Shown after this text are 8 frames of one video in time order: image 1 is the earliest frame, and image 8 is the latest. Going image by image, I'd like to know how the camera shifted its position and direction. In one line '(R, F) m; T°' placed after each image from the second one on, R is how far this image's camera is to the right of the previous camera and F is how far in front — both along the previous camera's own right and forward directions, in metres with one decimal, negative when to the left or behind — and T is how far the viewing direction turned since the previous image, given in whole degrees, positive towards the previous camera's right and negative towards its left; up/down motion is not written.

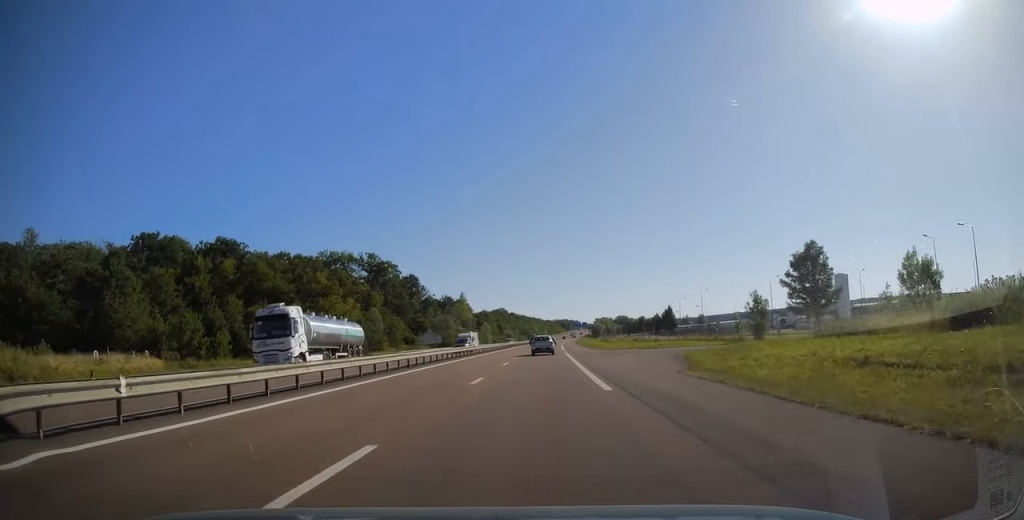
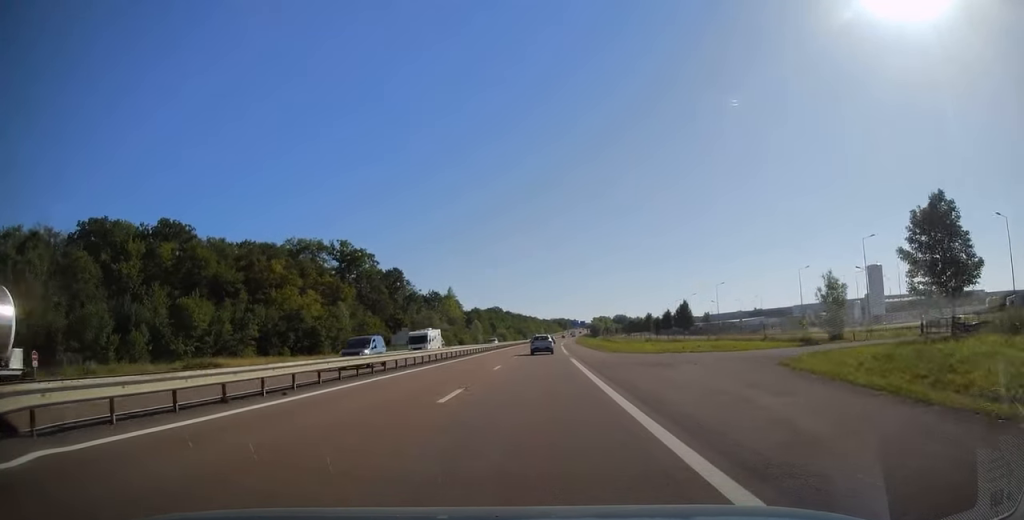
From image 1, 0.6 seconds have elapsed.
(+0.1, +18.1) m; 0°
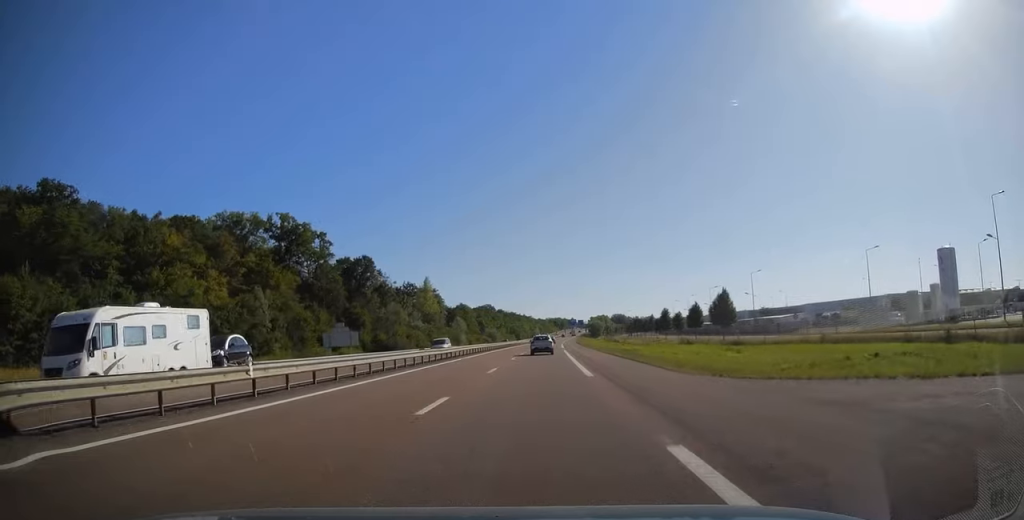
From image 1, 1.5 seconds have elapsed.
(+0.1, +28.4) m; 0°
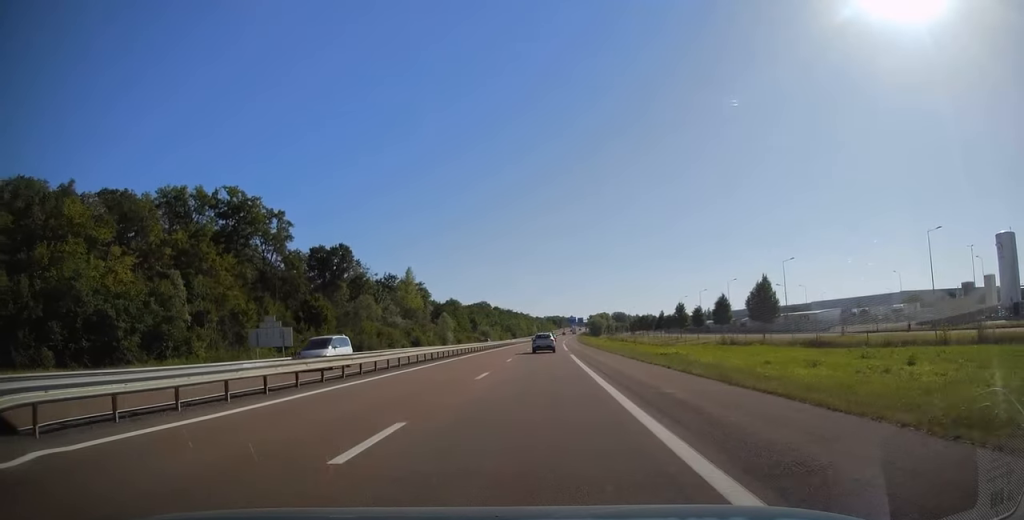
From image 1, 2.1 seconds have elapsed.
(0.0, +17.5) m; 0°
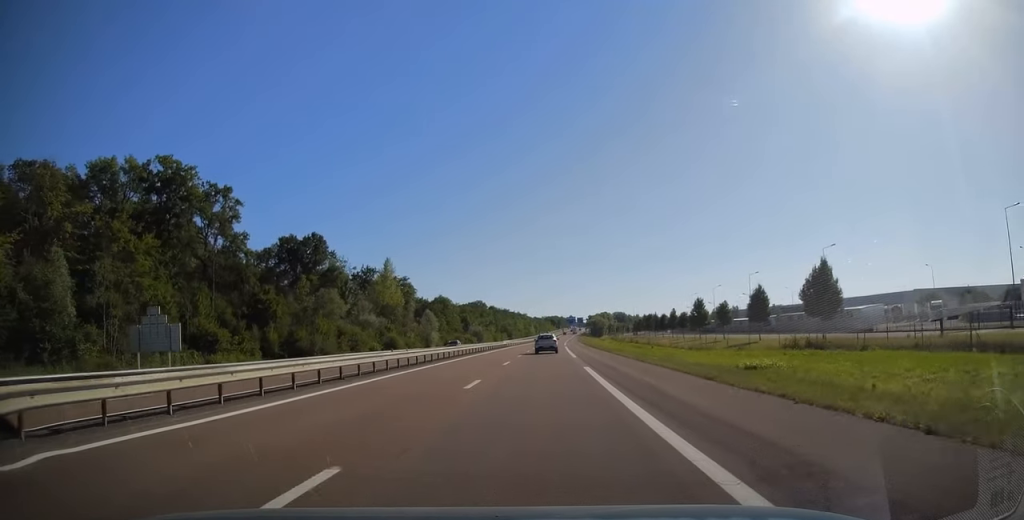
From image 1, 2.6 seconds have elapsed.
(0.0, +16.5) m; 0°
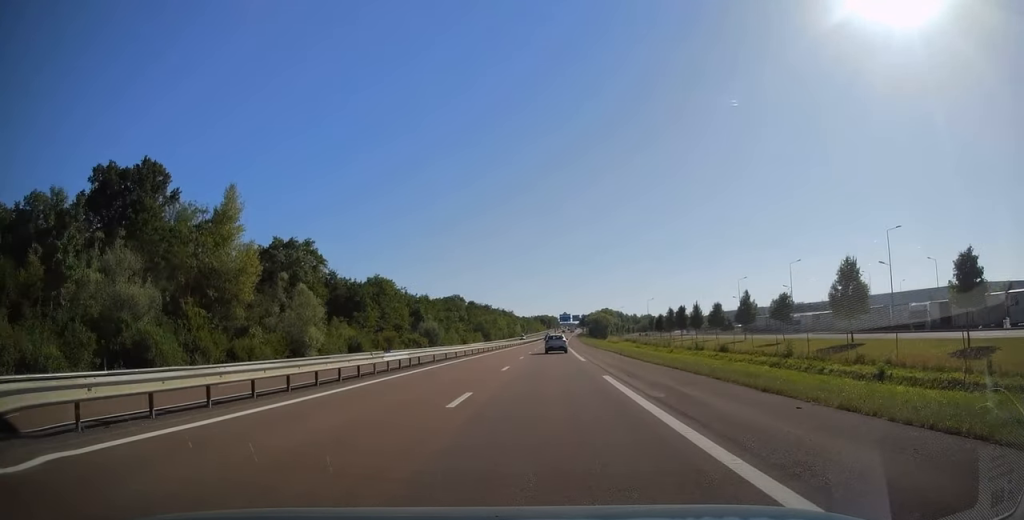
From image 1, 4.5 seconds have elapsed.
(+0.6, +57.3) m; +1°
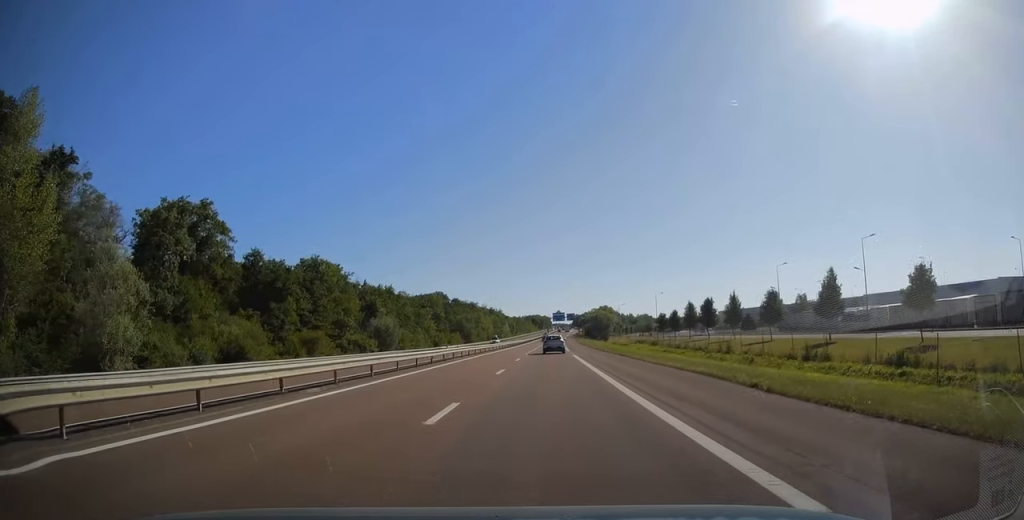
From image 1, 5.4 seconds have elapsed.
(+0.1, +28.2) m; +1°
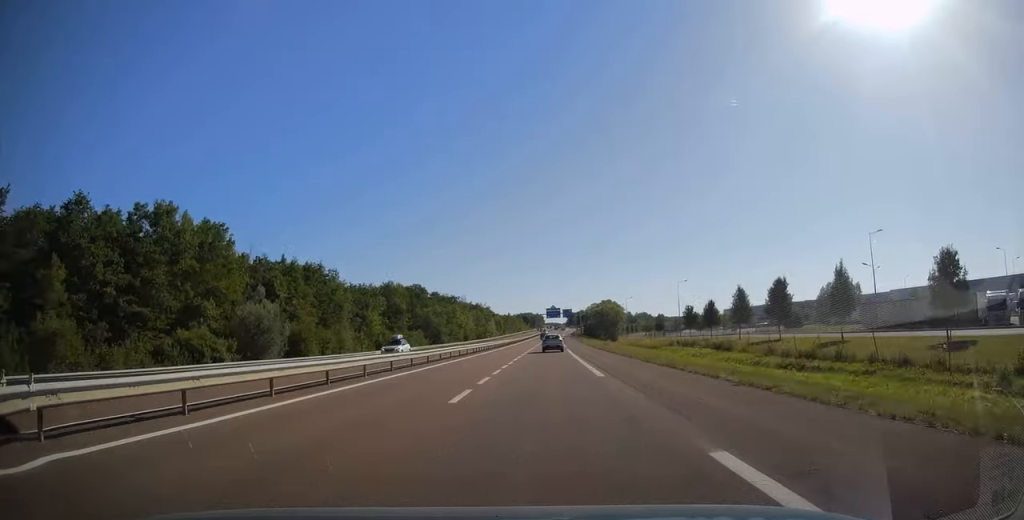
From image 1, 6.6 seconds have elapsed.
(+0.5, +36.2) m; +1°
